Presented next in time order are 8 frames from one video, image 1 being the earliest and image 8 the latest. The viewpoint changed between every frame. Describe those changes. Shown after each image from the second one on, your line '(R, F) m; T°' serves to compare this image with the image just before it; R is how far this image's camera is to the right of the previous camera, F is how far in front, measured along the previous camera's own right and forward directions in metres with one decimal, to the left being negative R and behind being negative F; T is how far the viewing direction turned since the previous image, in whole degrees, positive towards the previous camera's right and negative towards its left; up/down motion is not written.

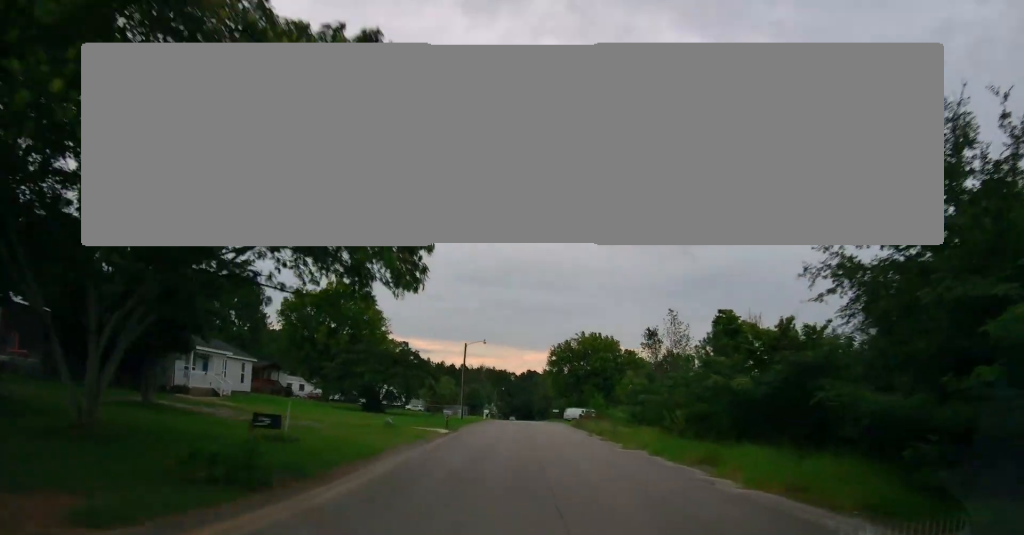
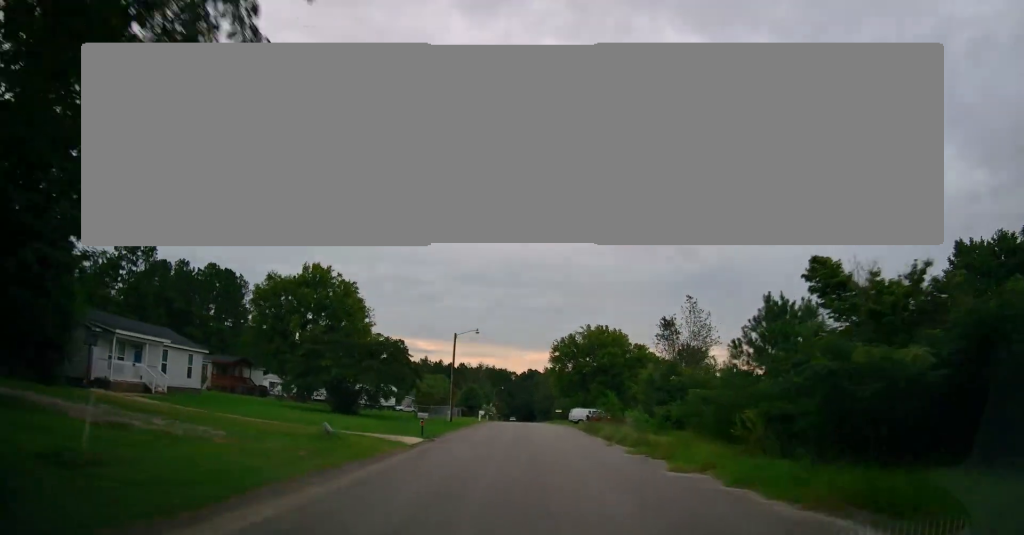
(0.0, +8.1) m; +1°
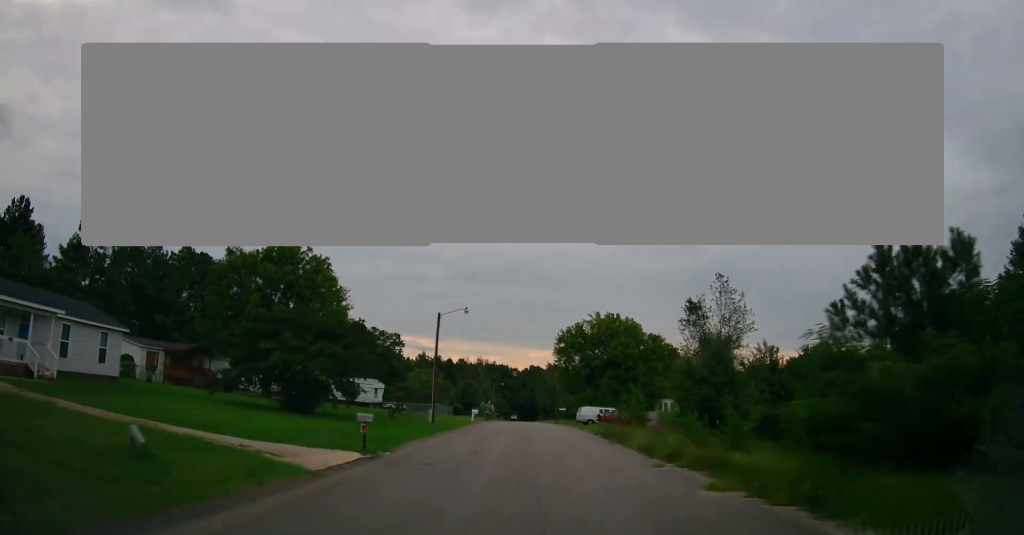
(+0.1, +9.7) m; +1°
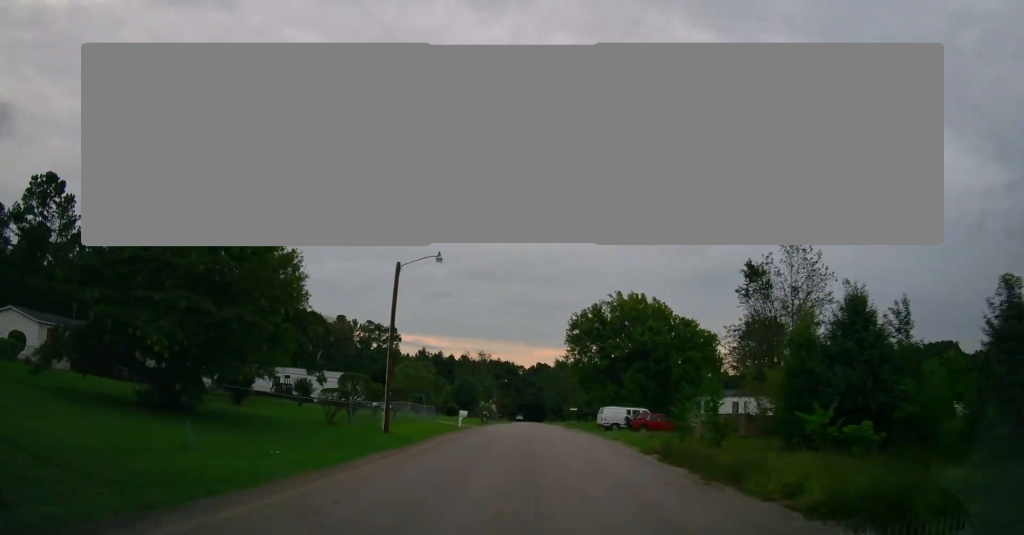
(+0.2, +14.2) m; +1°
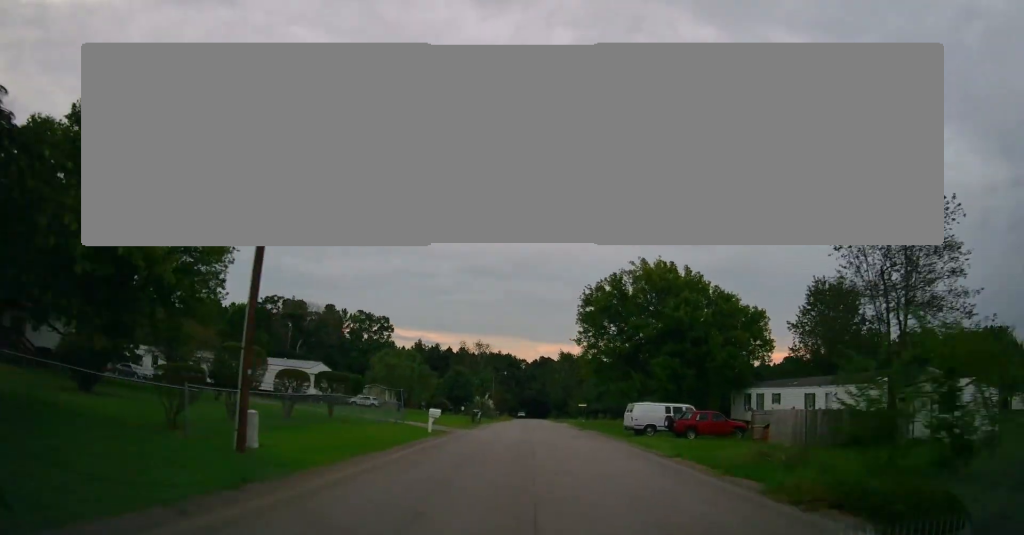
(0.0, +13.5) m; -1°
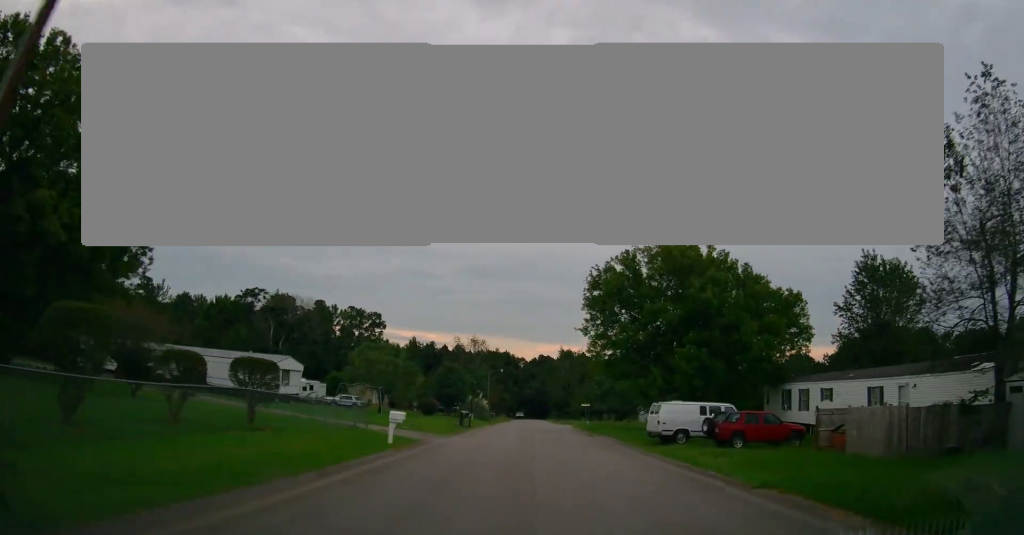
(-0.2, +7.9) m; -1°
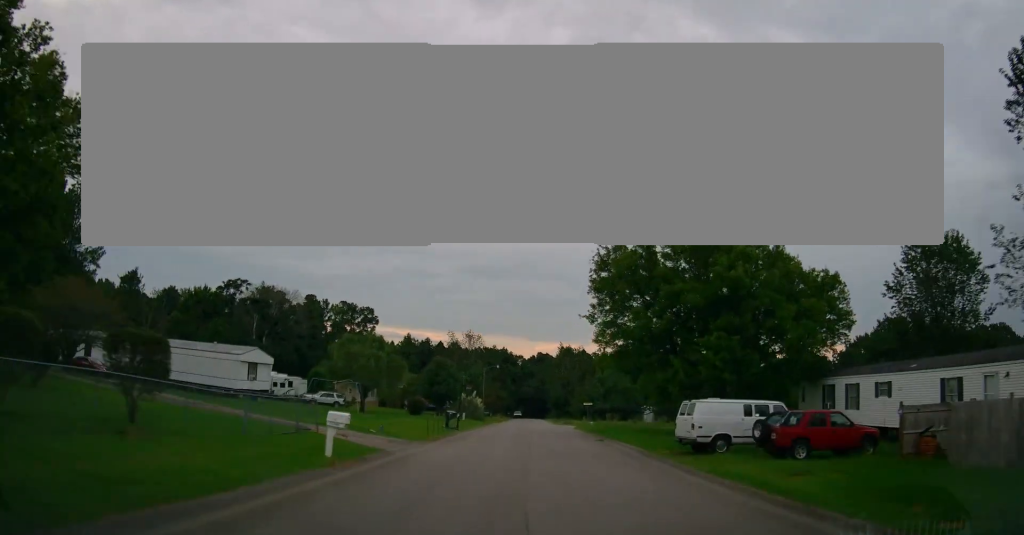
(0.0, +6.3) m; 0°
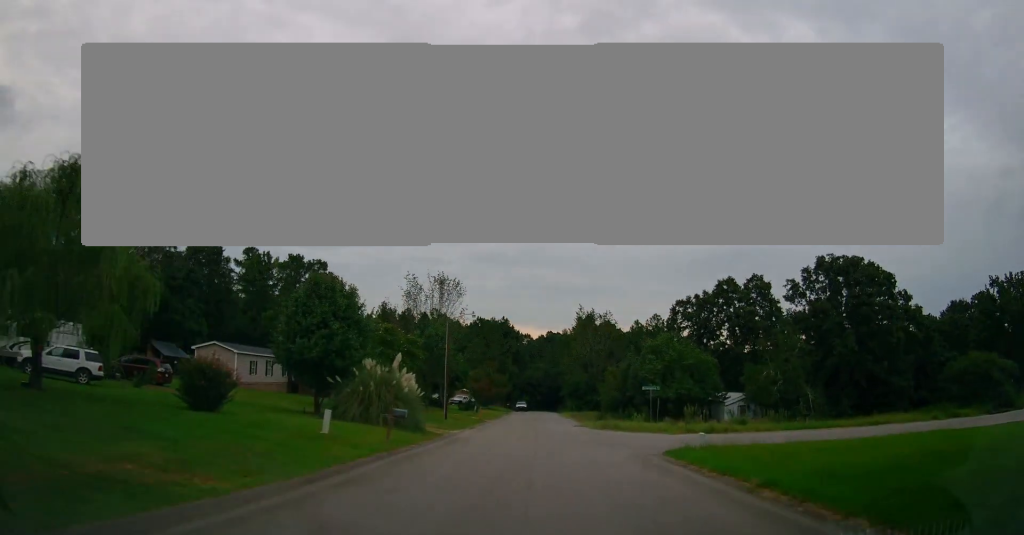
(+0.2, +40.4) m; -1°
